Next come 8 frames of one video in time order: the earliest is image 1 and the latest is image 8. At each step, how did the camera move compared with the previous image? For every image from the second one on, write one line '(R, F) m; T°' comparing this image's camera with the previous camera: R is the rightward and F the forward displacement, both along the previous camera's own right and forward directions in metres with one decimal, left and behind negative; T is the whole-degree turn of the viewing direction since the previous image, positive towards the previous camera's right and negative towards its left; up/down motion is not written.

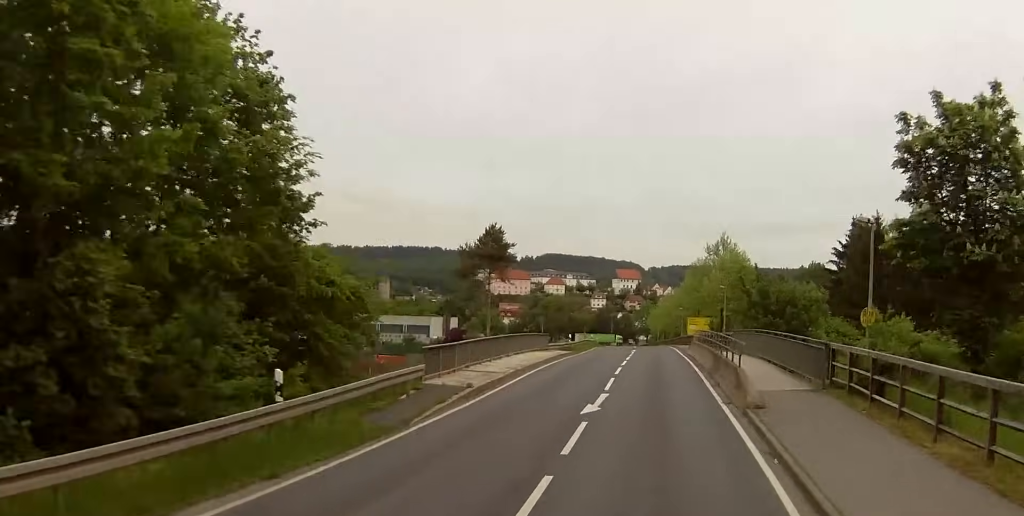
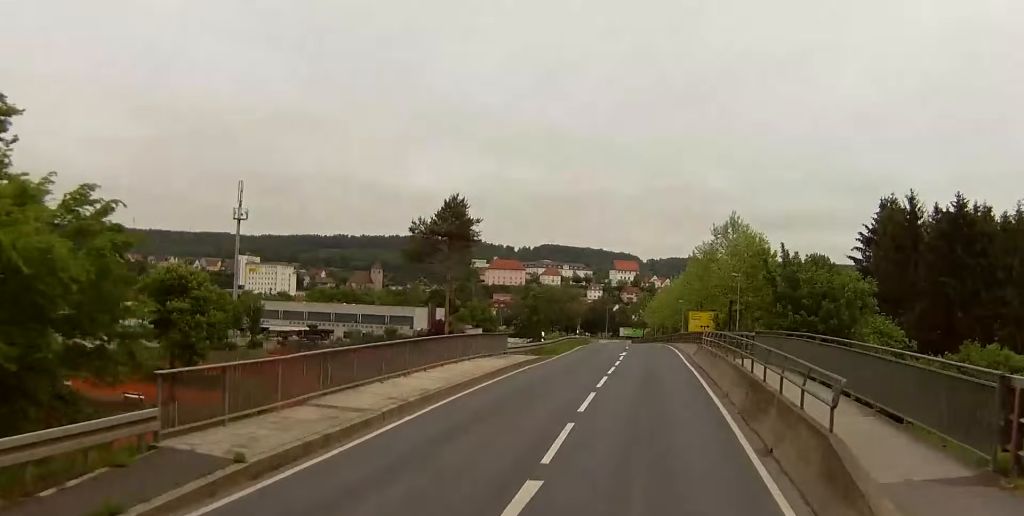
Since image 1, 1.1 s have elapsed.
(-0.3, +14.0) m; -1°
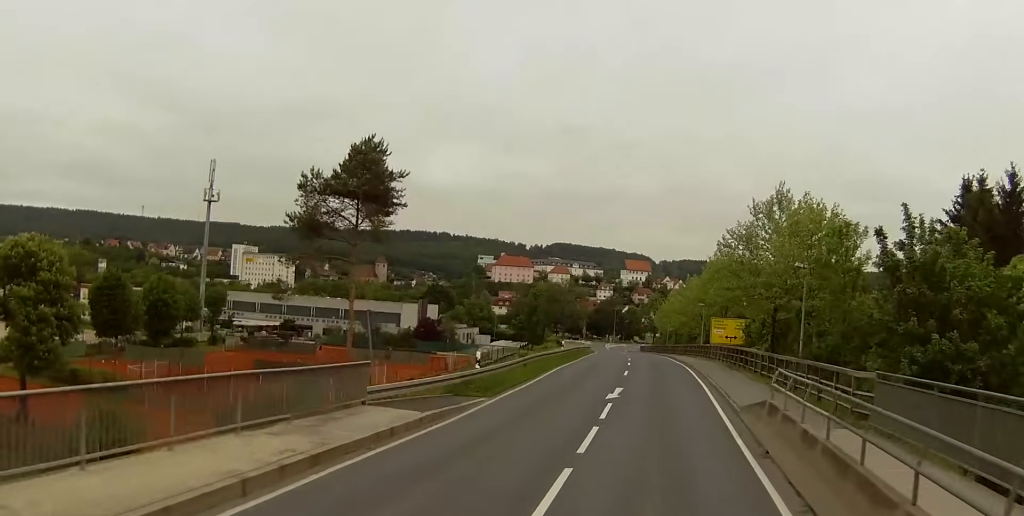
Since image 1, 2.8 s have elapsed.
(+0.2, +21.1) m; +1°
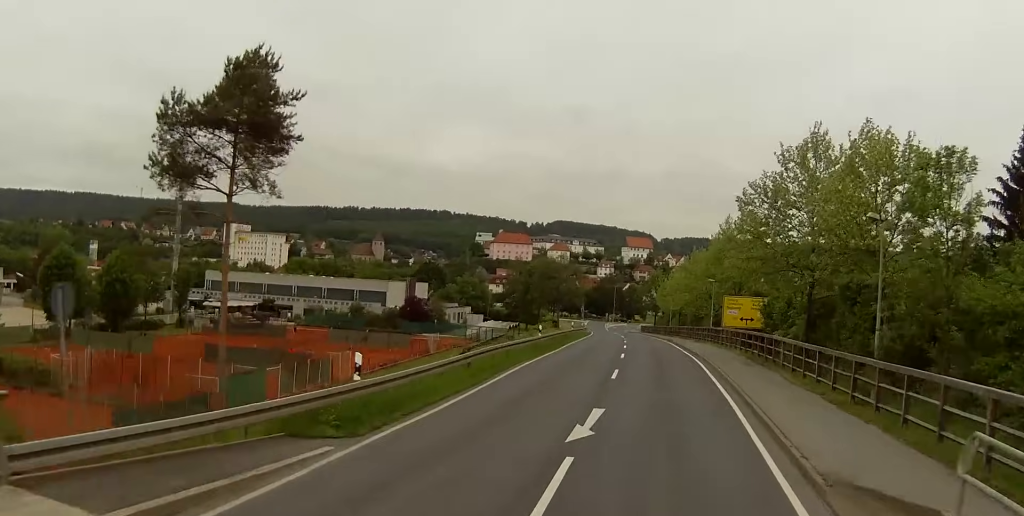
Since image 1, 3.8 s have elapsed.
(-0.1, +12.1) m; 0°
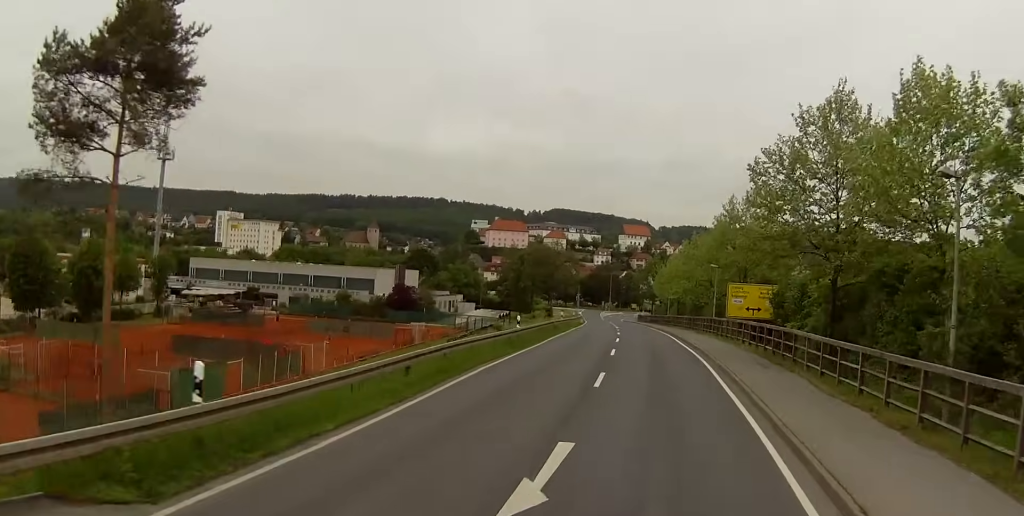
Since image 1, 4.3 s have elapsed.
(-0.2, +6.4) m; +1°
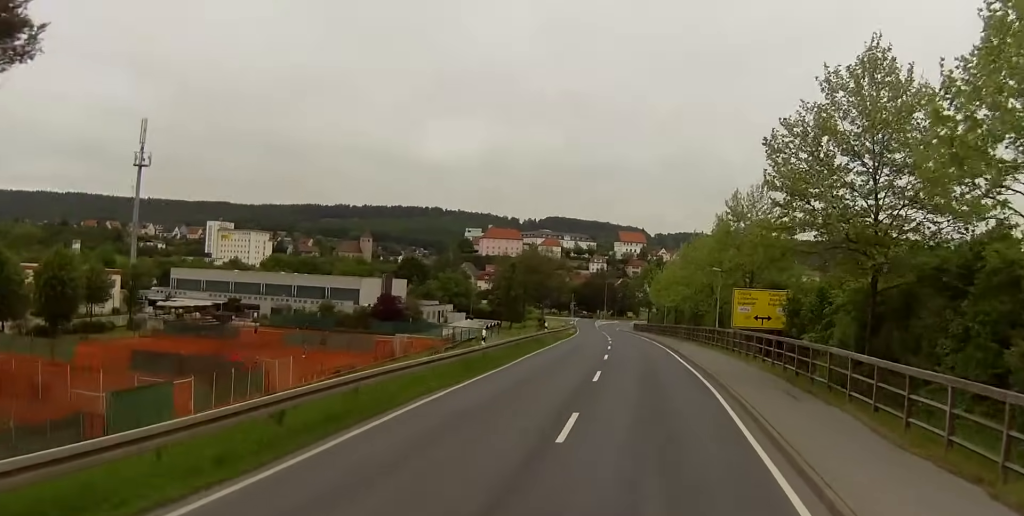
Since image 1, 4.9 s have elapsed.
(+0.3, +7.1) m; 0°
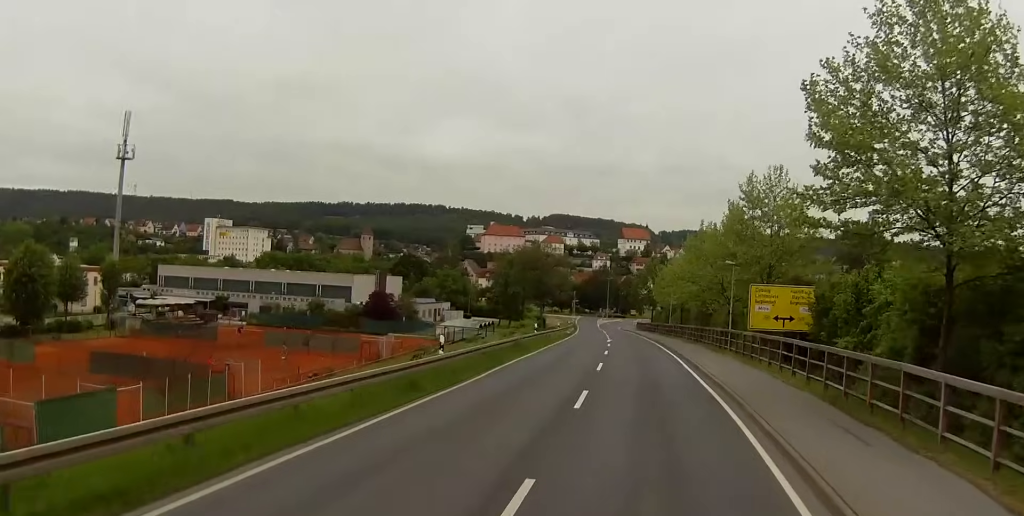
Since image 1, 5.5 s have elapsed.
(+0.2, +7.1) m; 0°
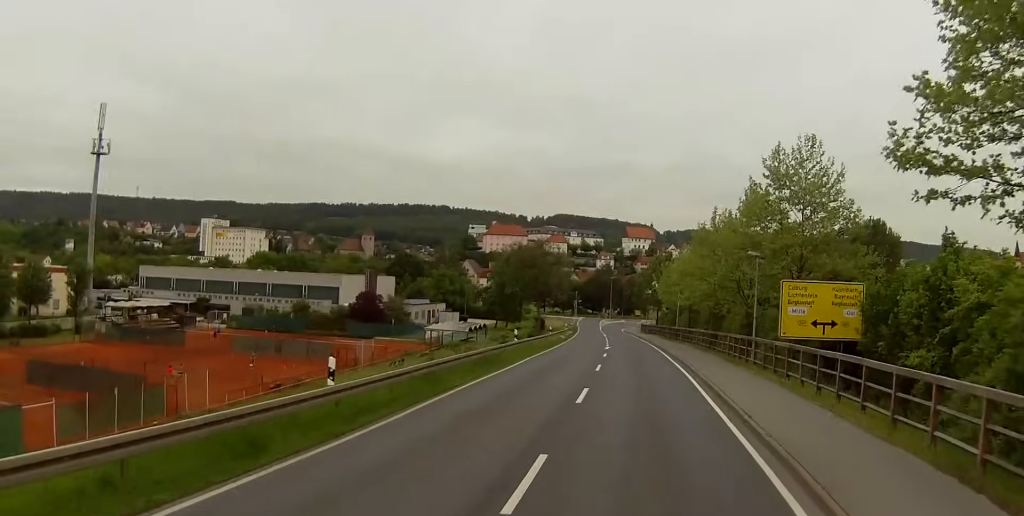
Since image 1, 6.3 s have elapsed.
(-0.5, +9.6) m; 0°
